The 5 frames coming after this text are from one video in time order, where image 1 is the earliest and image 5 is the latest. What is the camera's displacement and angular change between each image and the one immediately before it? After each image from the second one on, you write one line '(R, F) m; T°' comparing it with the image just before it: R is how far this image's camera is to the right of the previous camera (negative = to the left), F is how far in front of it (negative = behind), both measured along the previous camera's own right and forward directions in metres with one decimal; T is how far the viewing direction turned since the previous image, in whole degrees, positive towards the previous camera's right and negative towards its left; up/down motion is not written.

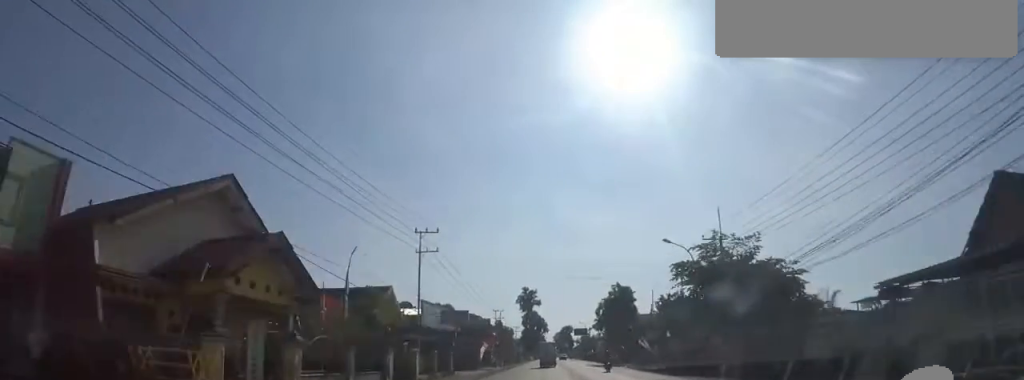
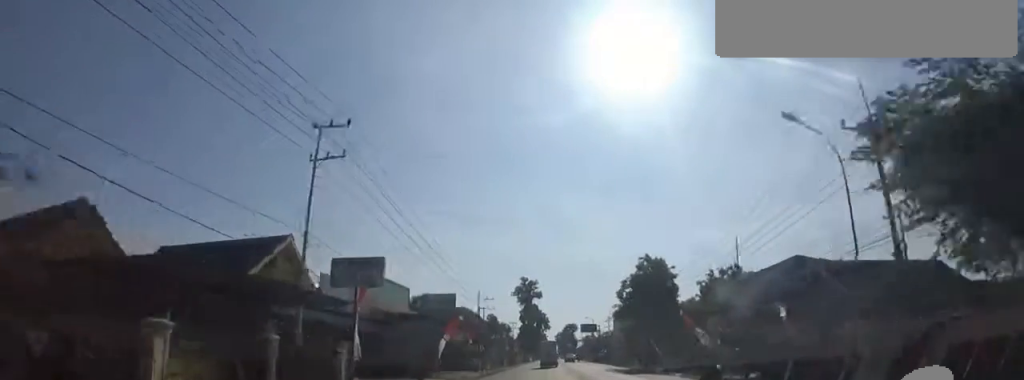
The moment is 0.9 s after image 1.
(-0.9, +18.1) m; -1°
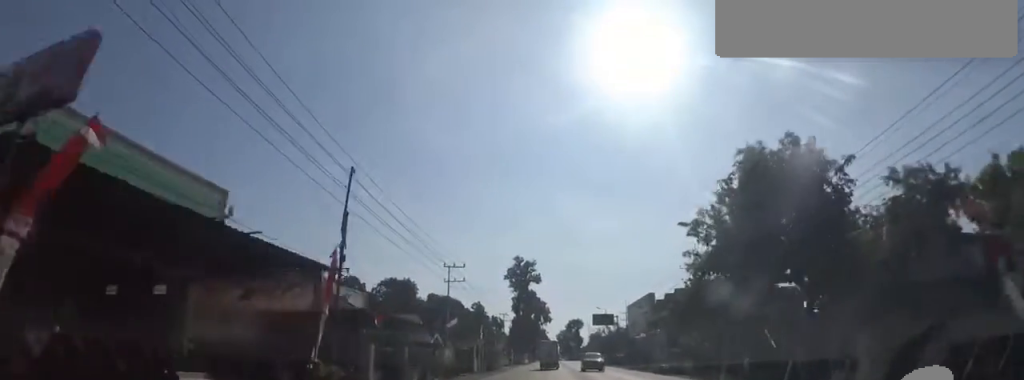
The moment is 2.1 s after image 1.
(+0.8, +24.8) m; 0°
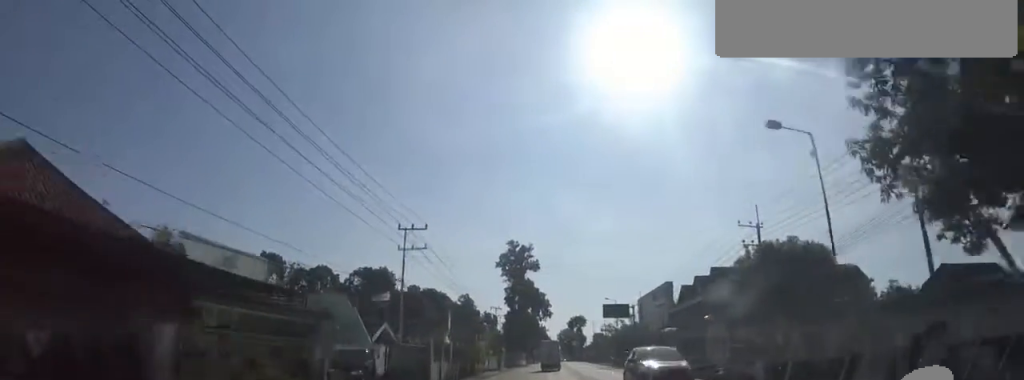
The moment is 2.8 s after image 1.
(-0.7, +13.3) m; +1°
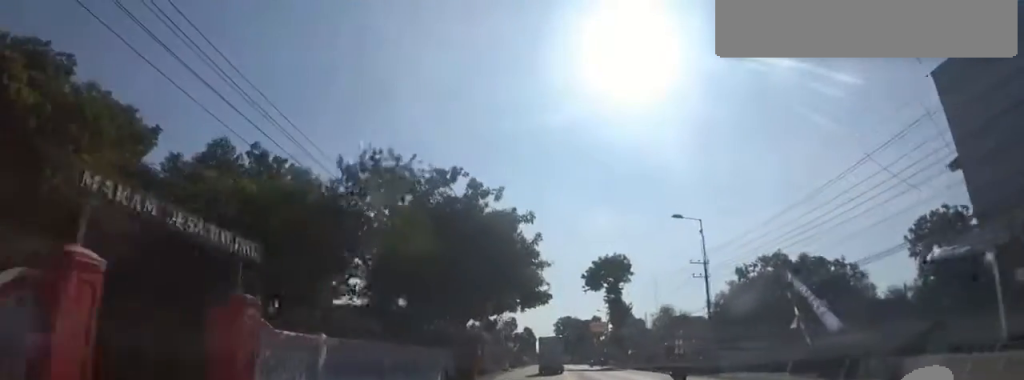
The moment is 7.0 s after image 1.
(-0.2, +80.6) m; 0°
